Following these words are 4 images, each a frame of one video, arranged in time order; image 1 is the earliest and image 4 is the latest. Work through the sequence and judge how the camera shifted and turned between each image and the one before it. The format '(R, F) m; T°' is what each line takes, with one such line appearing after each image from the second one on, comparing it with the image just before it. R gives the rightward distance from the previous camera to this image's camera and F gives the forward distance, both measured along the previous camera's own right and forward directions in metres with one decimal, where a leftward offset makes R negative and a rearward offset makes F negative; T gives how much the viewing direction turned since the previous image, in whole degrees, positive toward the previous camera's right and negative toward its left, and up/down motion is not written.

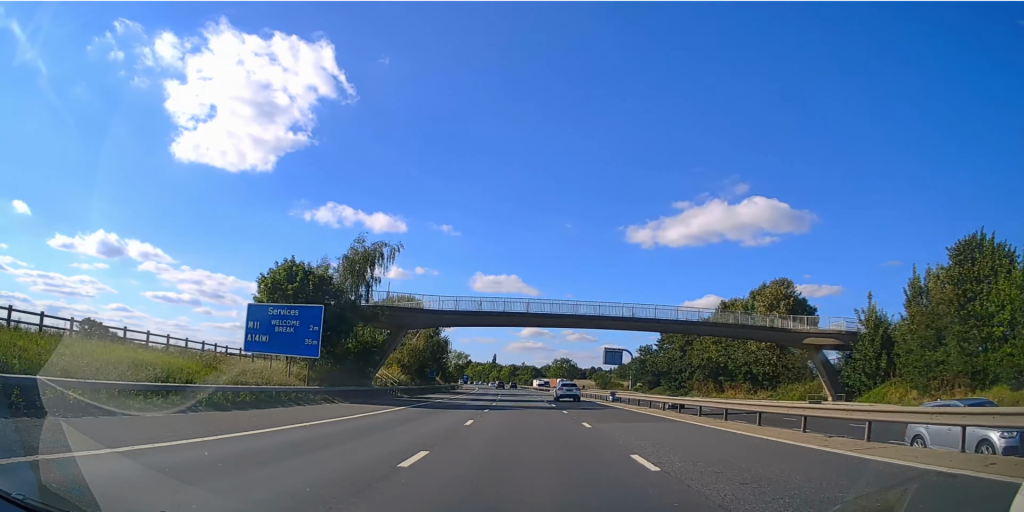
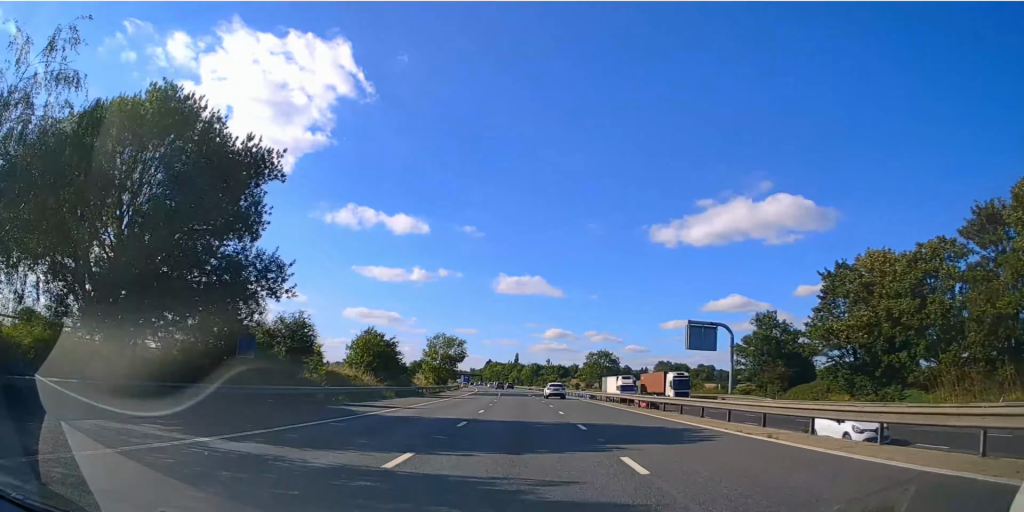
(-0.7, +54.4) m; -2°
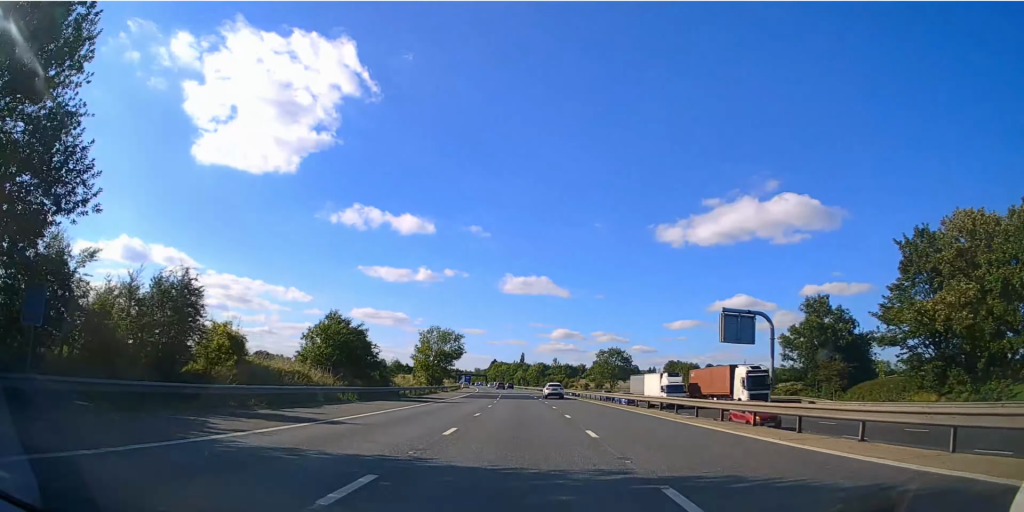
(0.0, +12.1) m; -1°
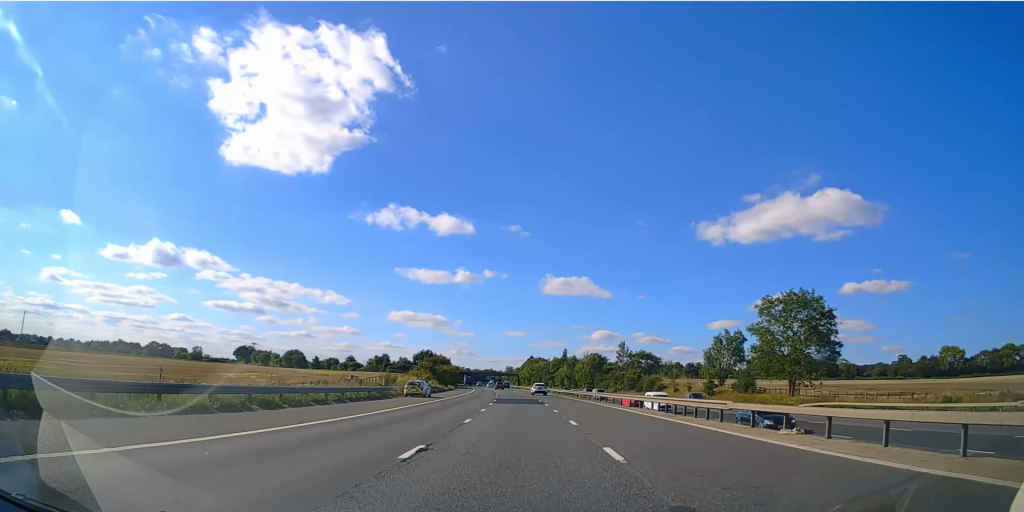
(-4.4, +95.9) m; -4°
